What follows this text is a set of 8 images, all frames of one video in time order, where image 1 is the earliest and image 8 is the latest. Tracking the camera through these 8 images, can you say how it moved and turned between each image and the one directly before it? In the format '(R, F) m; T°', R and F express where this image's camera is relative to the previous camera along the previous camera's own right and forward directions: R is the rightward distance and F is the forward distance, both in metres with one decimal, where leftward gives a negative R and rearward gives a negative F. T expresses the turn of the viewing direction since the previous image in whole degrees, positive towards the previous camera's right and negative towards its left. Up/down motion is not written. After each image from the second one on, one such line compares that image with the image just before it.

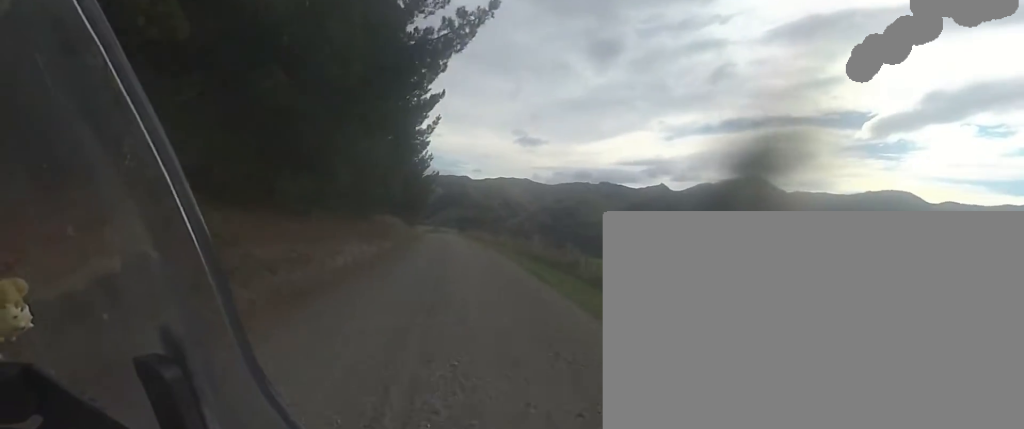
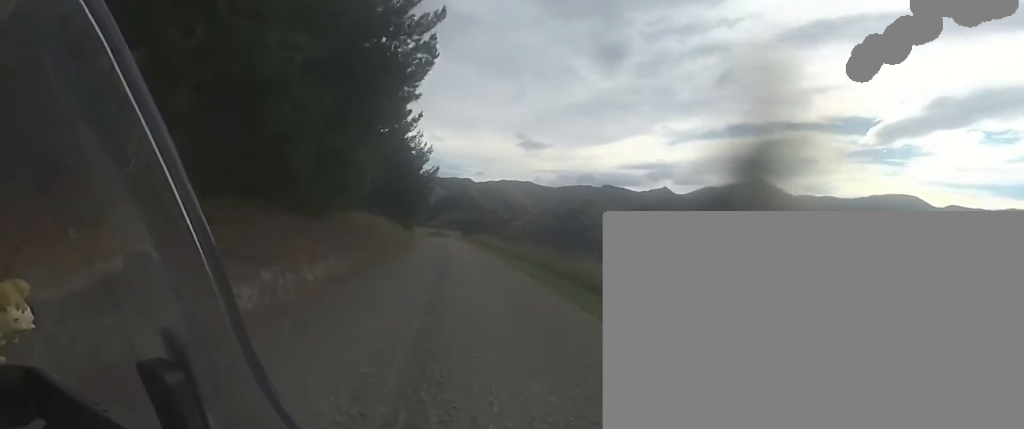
(+0.3, +10.8) m; 0°
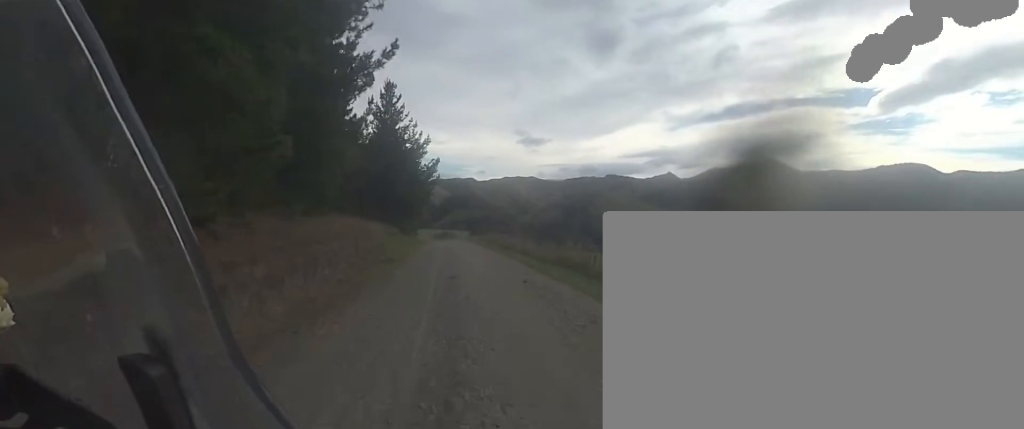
(+0.1, +10.6) m; -1°
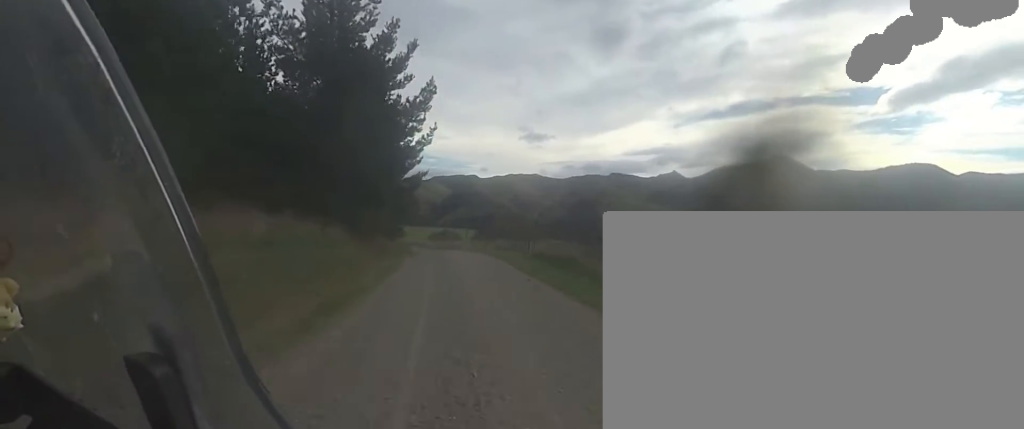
(-0.7, +28.3) m; +1°
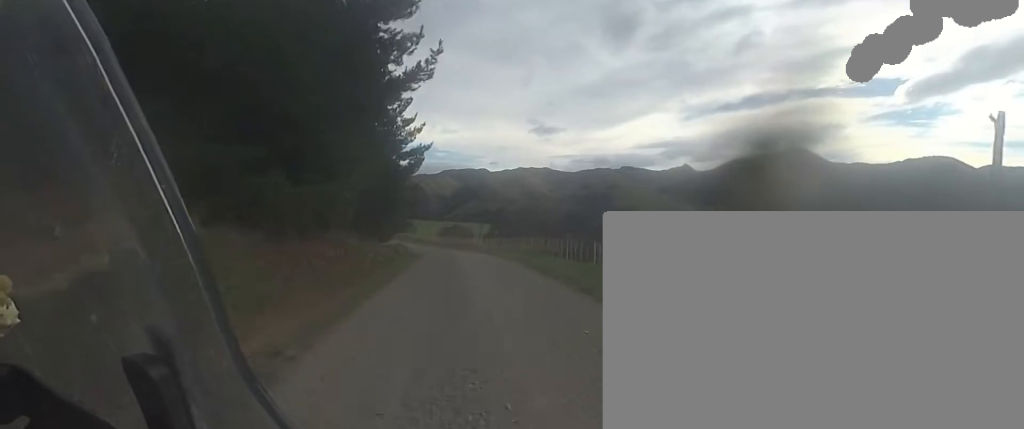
(+0.5, +13.2) m; -1°
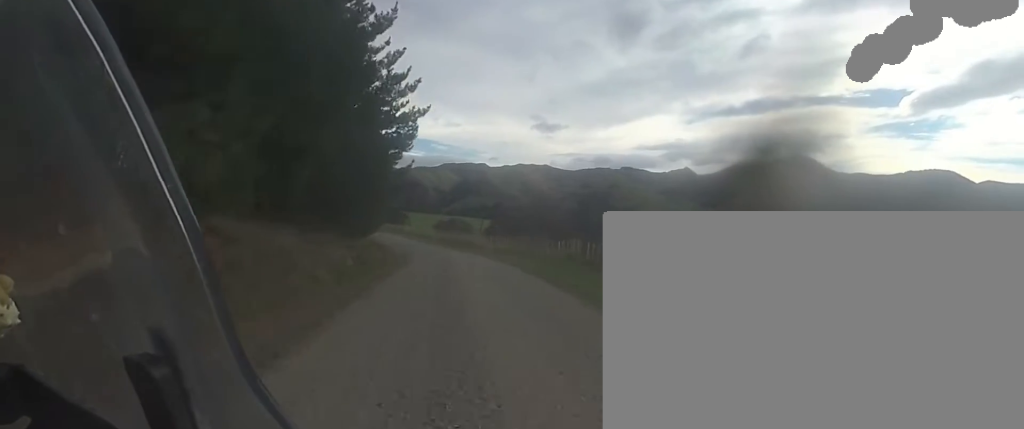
(-0.5, +9.8) m; -2°
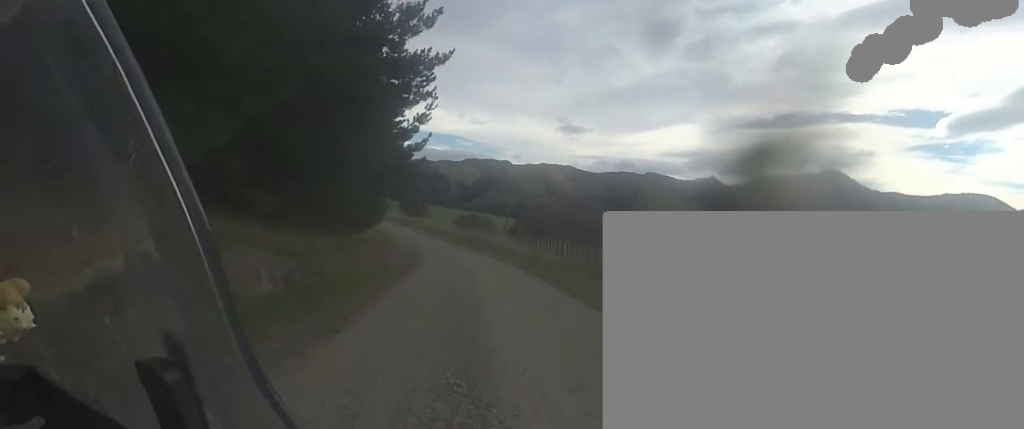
(-0.1, +9.4) m; -2°
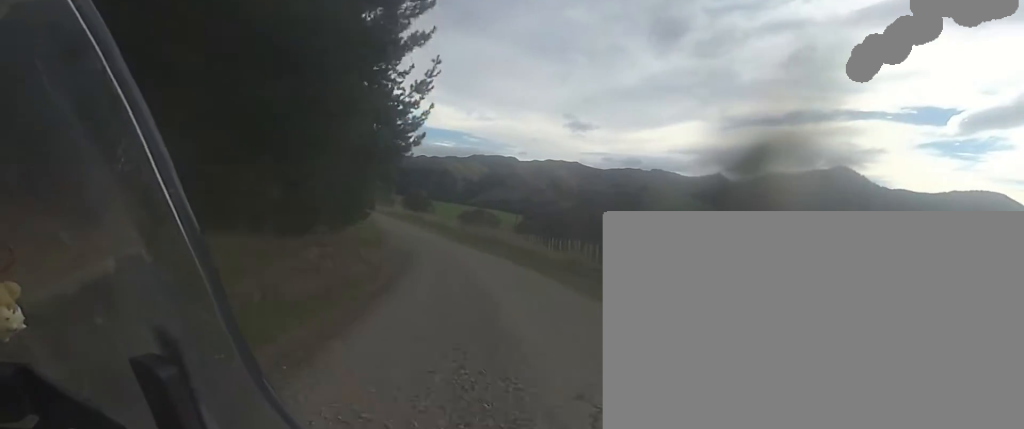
(+0.2, +6.7) m; -1°
